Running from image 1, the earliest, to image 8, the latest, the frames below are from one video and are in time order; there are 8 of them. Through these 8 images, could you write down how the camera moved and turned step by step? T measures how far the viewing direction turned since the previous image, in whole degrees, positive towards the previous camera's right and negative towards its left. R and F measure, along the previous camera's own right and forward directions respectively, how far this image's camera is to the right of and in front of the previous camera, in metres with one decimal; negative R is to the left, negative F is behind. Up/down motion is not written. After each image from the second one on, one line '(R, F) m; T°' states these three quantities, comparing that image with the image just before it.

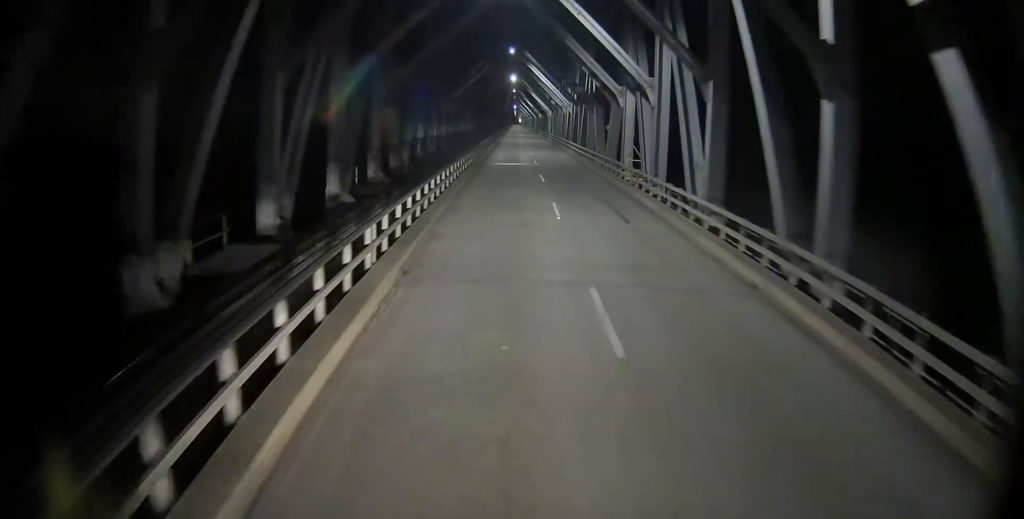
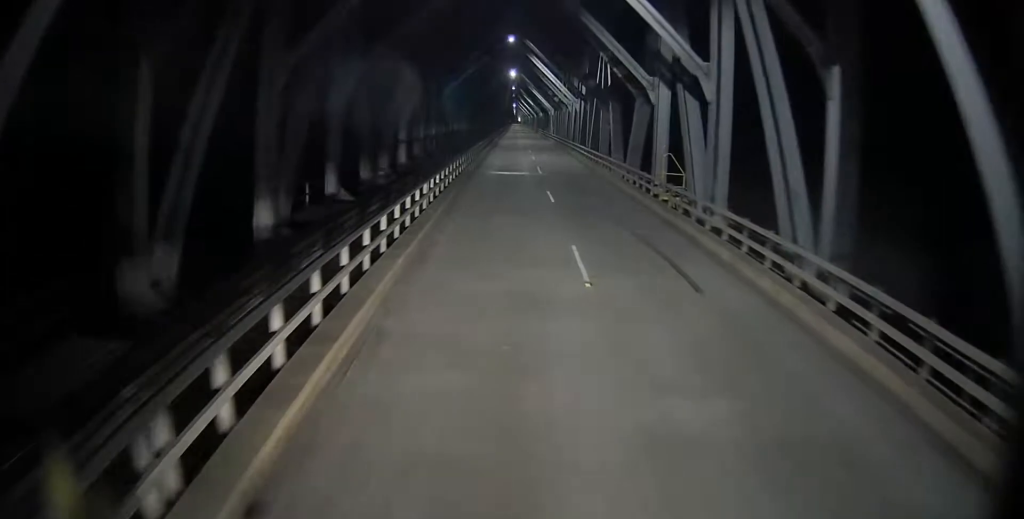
(-0.1, +7.8) m; -1°
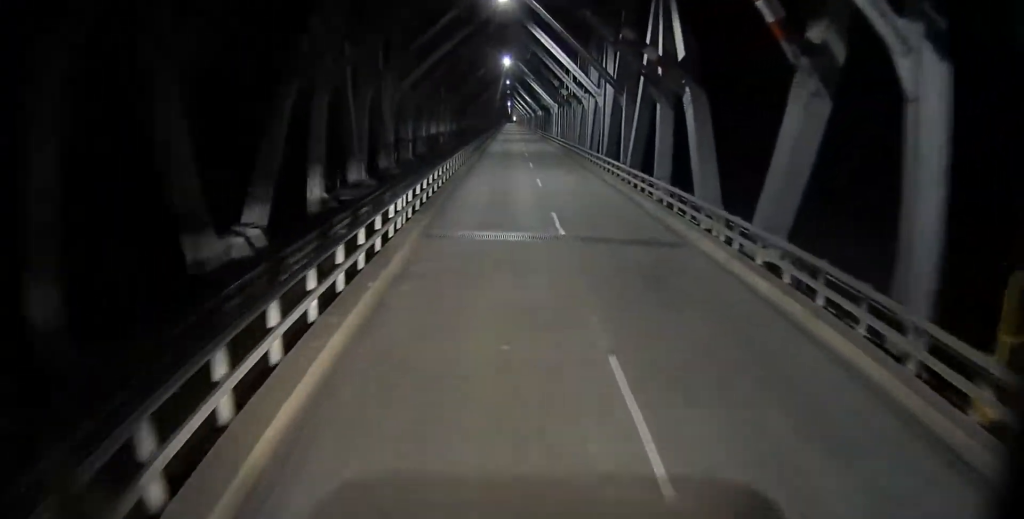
(-0.2, +18.2) m; -1°
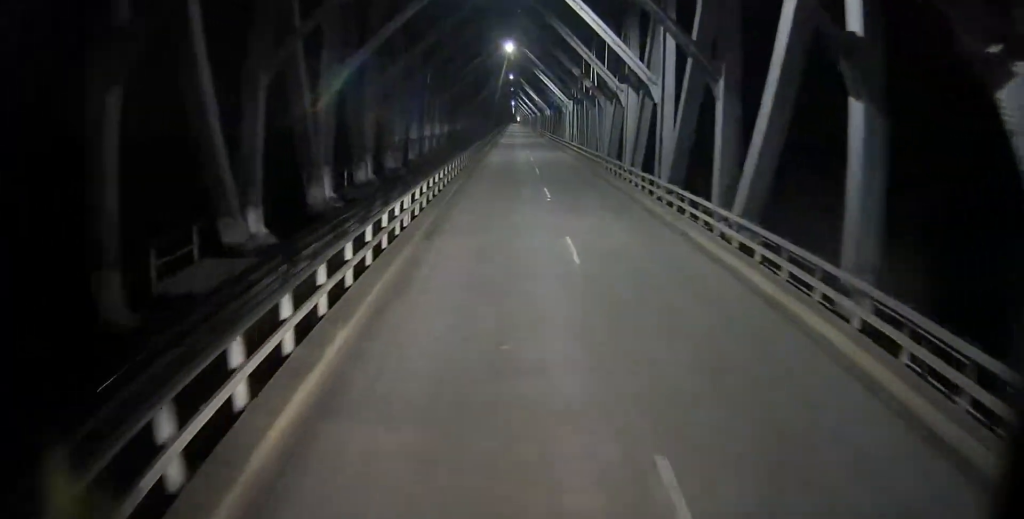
(0.0, +14.8) m; -1°
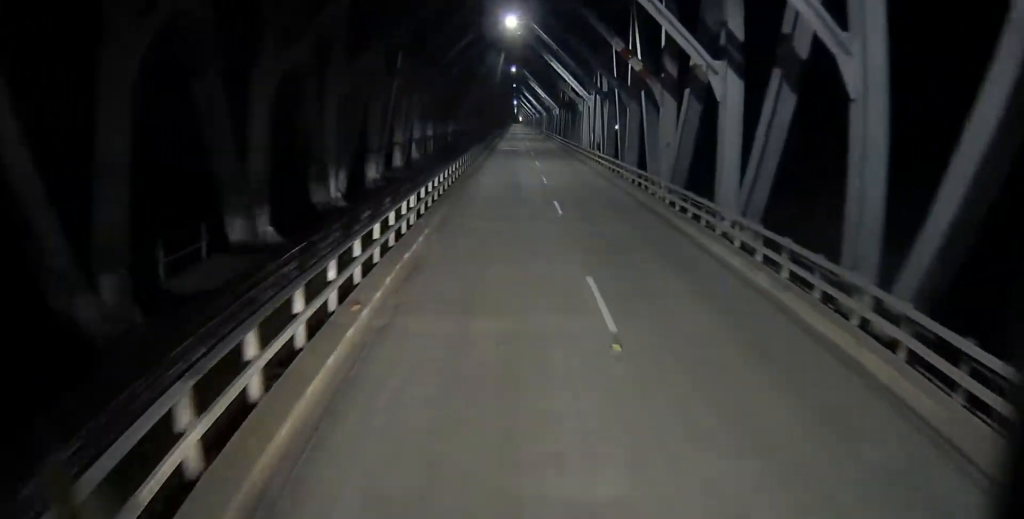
(-0.2, +15.4) m; 0°
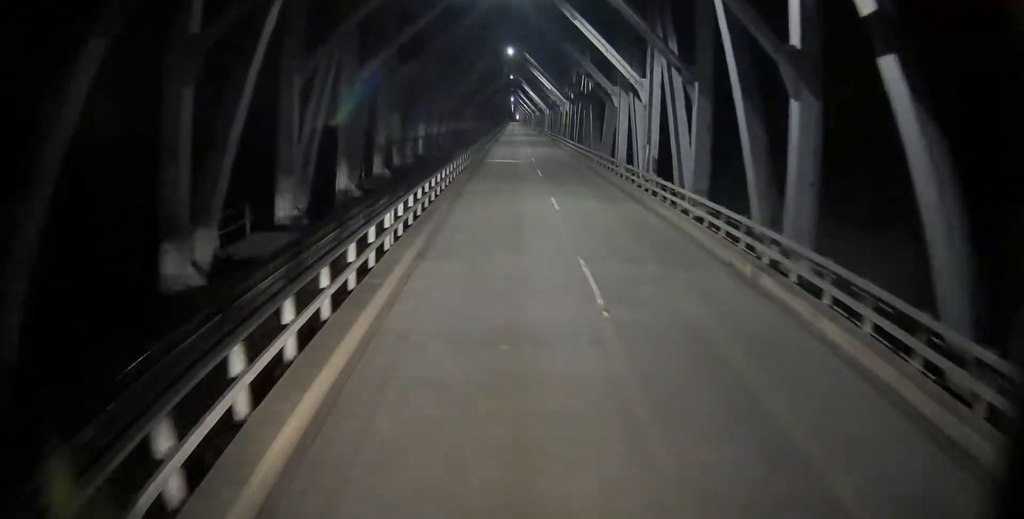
(+0.5, +20.7) m; +3°
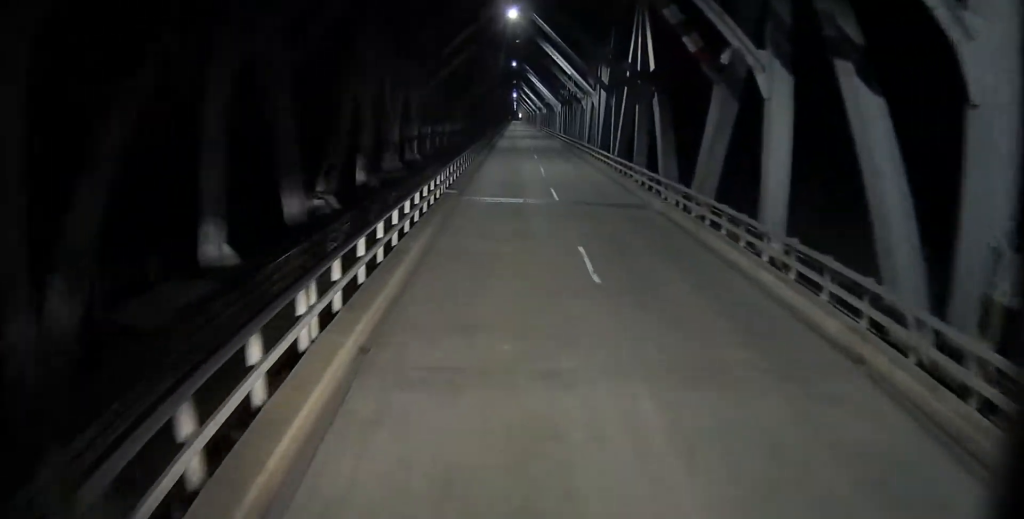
(+0.2, +21.5) m; 0°
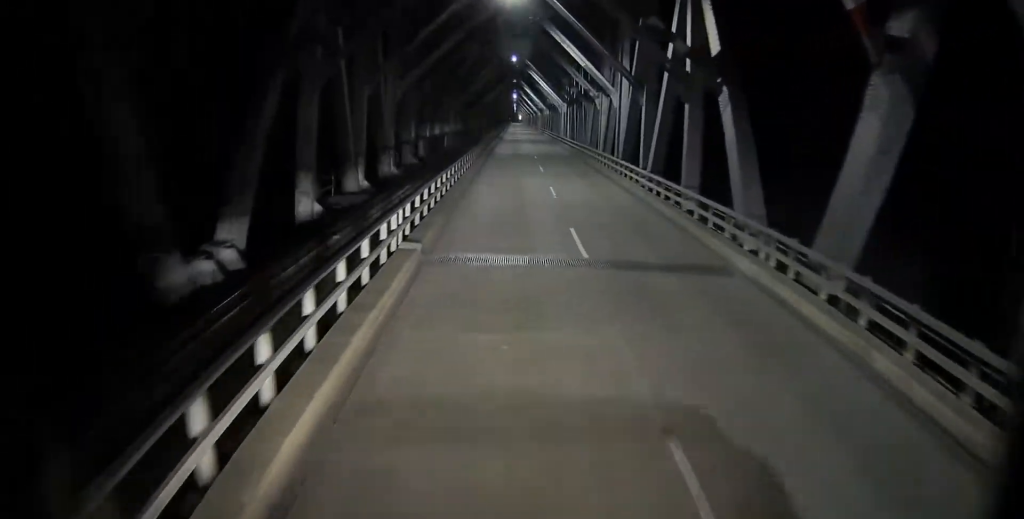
(-0.1, +9.1) m; 0°
